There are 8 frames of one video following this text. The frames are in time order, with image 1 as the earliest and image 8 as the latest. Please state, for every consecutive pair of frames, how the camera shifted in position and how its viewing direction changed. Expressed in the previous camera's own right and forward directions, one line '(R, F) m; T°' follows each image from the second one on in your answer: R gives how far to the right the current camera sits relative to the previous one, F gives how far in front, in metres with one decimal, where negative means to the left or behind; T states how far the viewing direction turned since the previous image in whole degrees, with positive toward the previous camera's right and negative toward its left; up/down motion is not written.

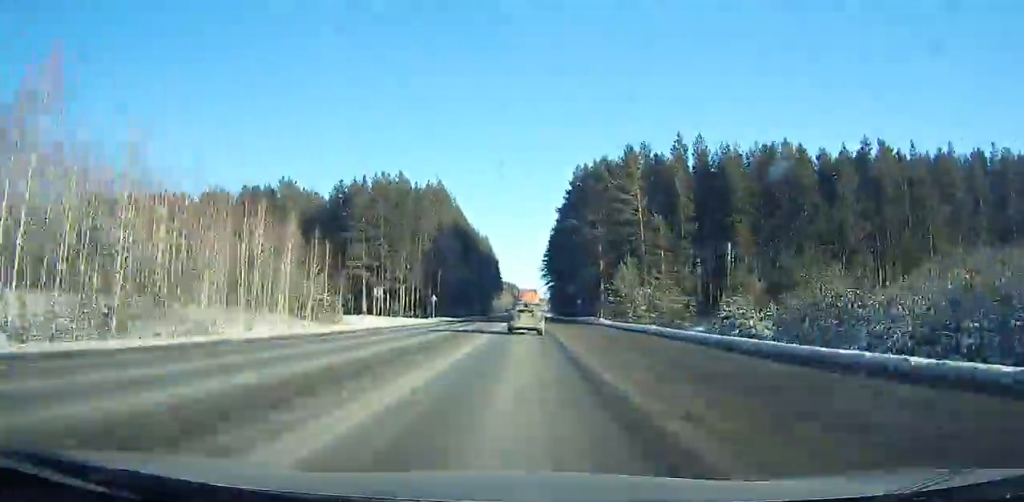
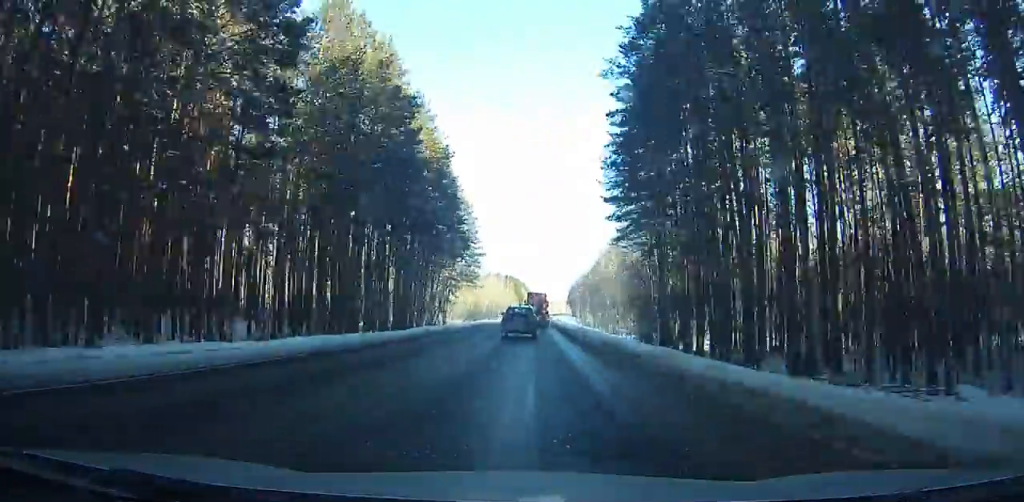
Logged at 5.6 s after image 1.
(-0.6, +126.6) m; 0°
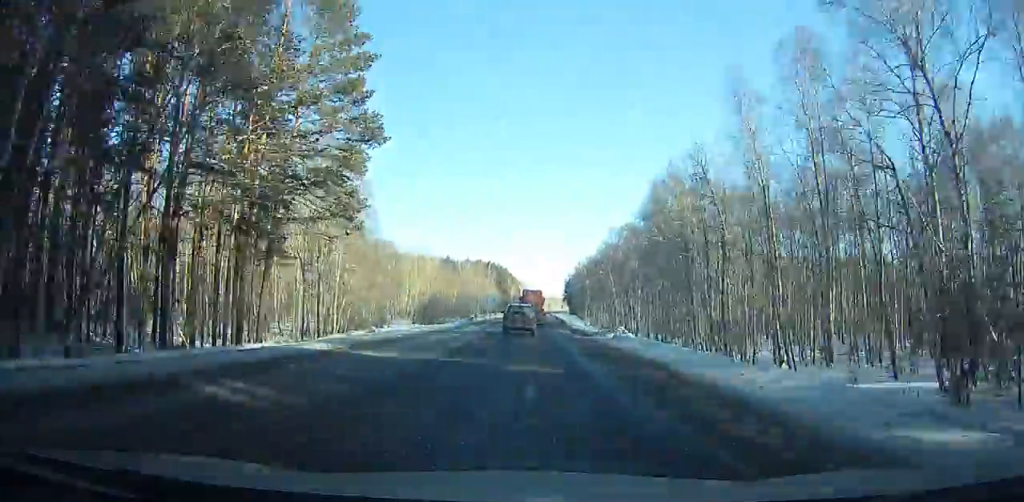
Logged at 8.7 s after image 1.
(+0.1, +68.8) m; +1°
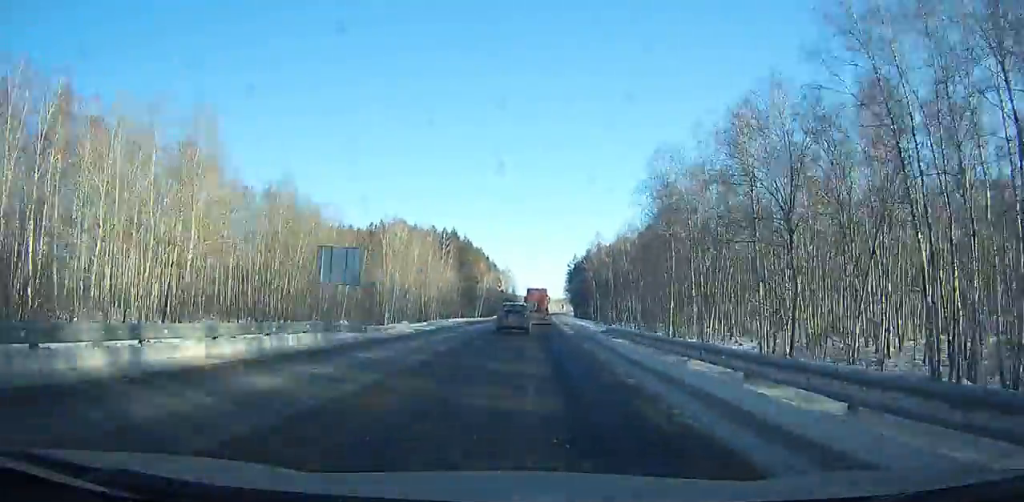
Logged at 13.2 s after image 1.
(+1.1, +100.3) m; +1°
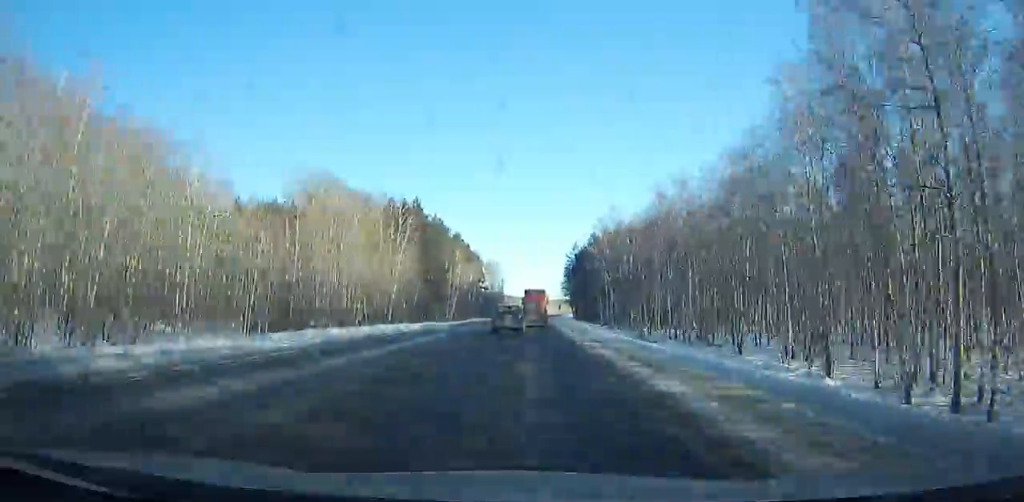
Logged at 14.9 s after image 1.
(0.0, +38.1) m; +1°
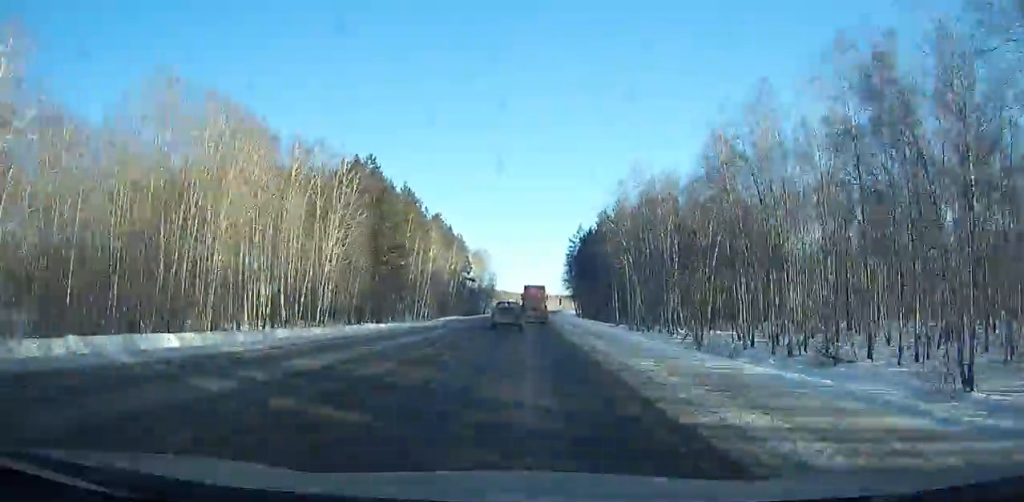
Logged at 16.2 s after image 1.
(+0.4, +29.1) m; 0°
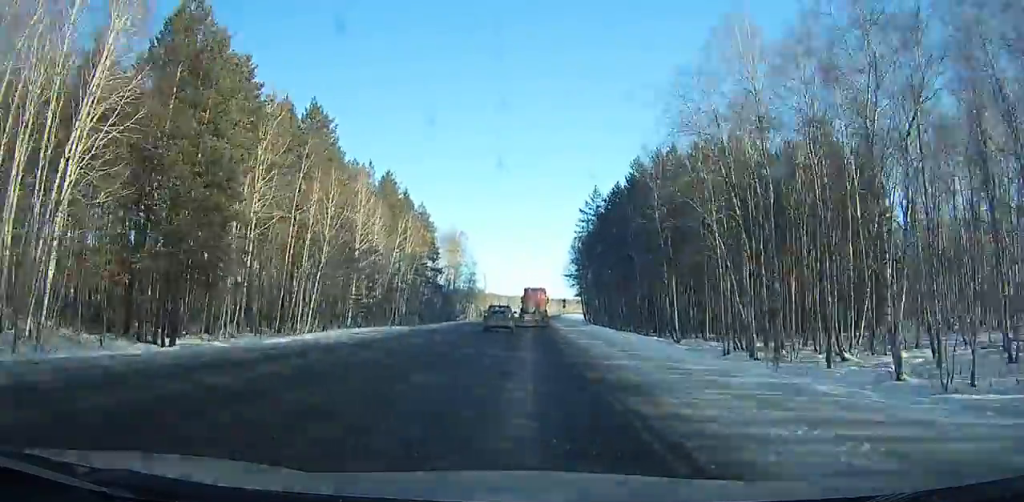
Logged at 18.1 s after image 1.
(+0.3, +42.7) m; +1°
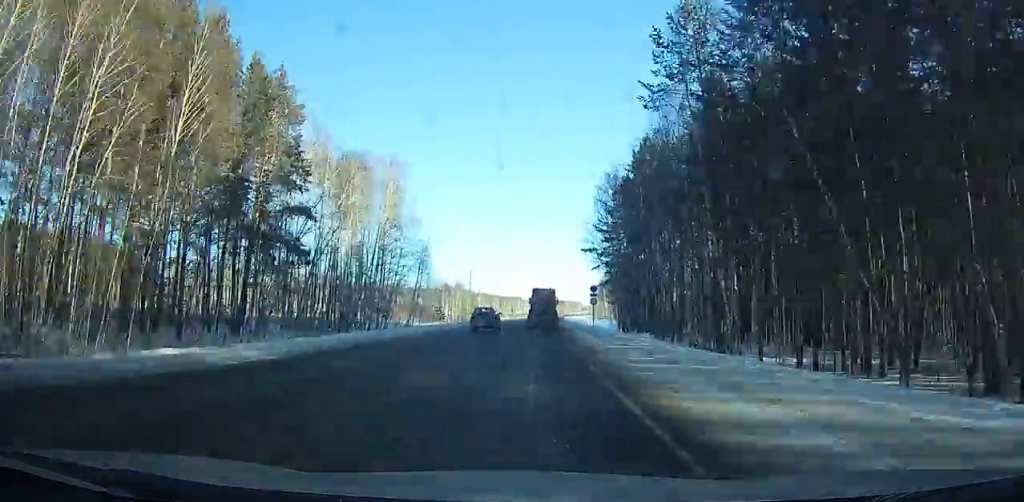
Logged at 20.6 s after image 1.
(-0.1, +56.3) m; +1°
